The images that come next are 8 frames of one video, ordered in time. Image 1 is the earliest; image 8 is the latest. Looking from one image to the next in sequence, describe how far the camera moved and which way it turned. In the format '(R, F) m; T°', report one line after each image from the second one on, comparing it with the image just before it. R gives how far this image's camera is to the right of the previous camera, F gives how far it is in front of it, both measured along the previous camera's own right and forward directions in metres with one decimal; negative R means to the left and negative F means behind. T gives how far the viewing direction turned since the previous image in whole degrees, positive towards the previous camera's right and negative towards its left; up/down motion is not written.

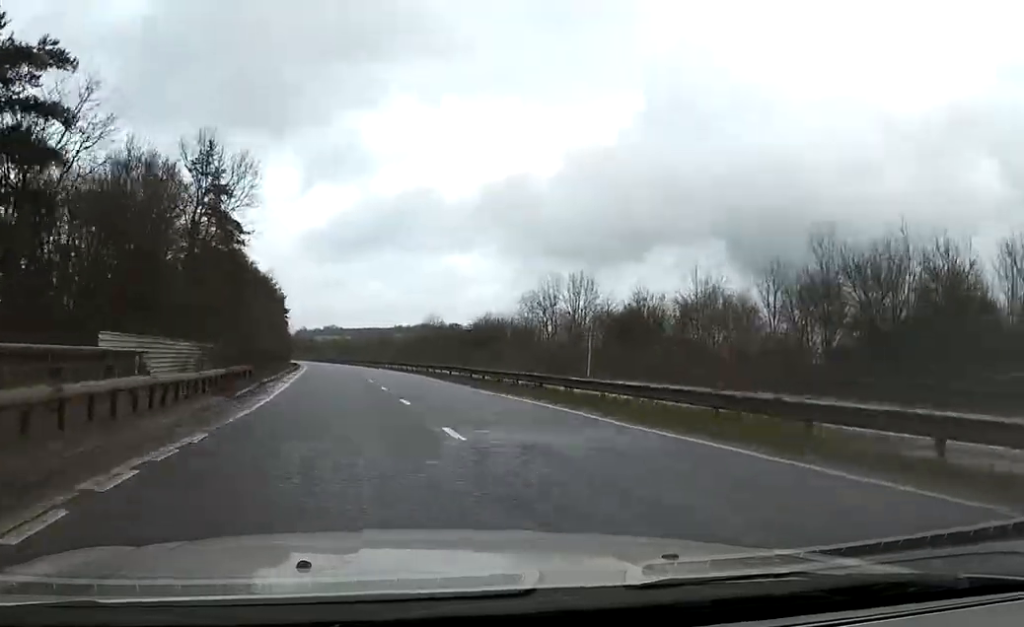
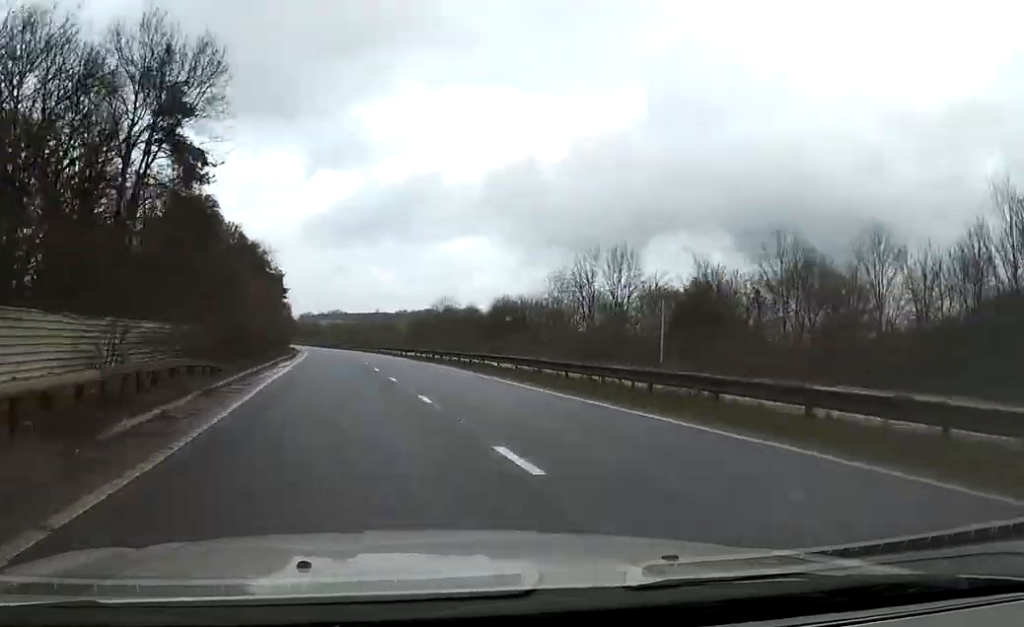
(0.0, +12.9) m; -1°
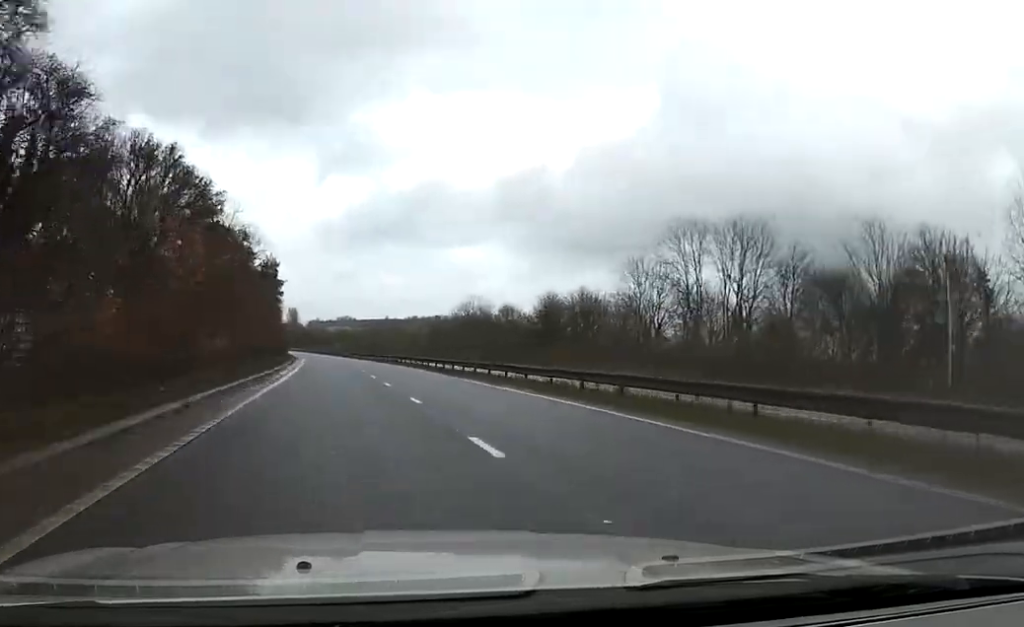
(-0.1, +23.9) m; -1°
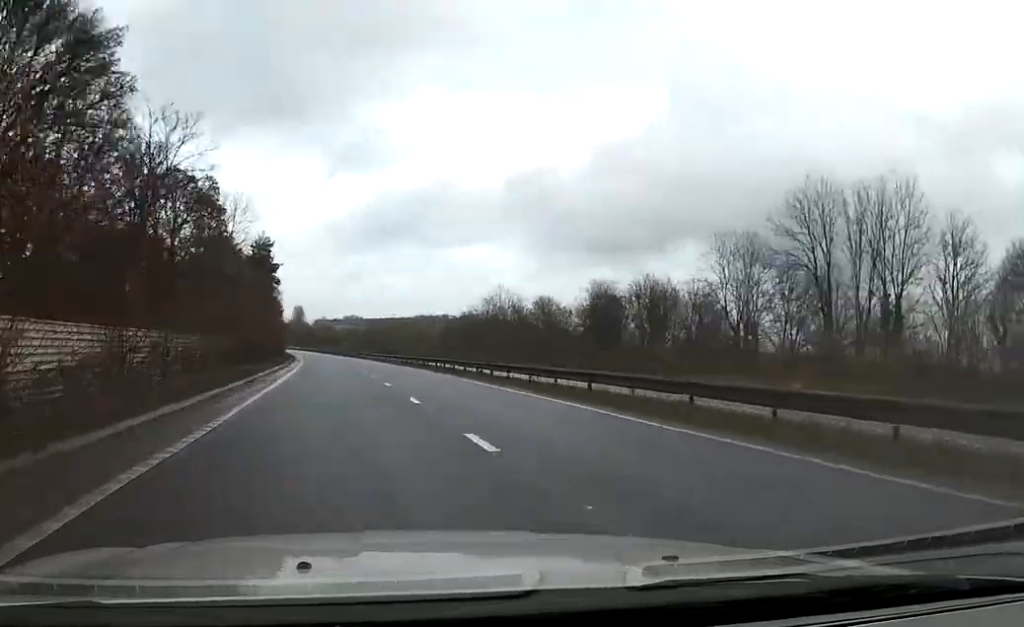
(-0.2, +16.5) m; -1°
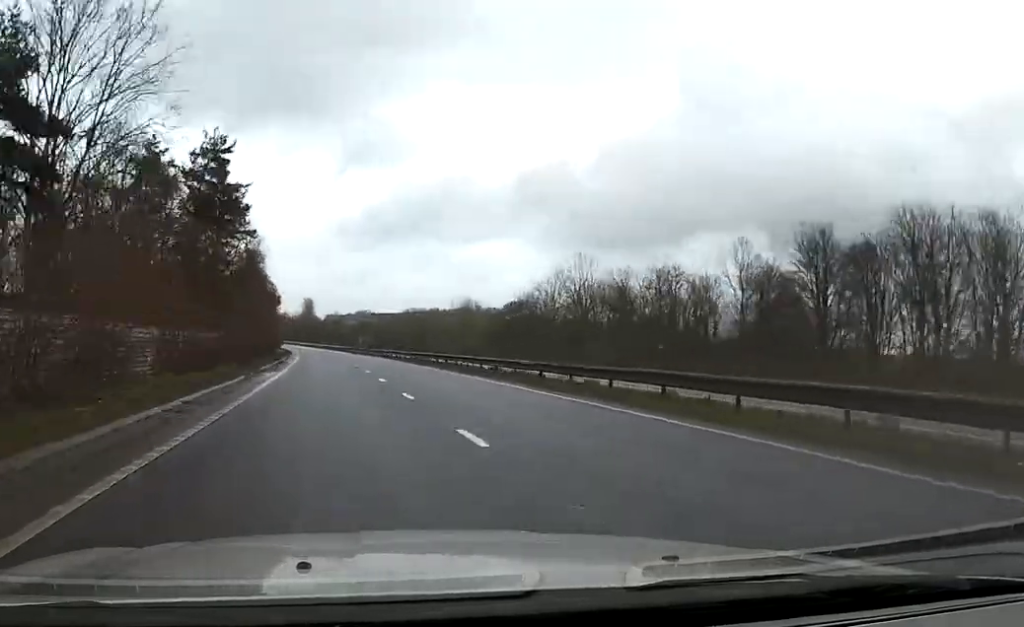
(-0.2, +34.1) m; -1°
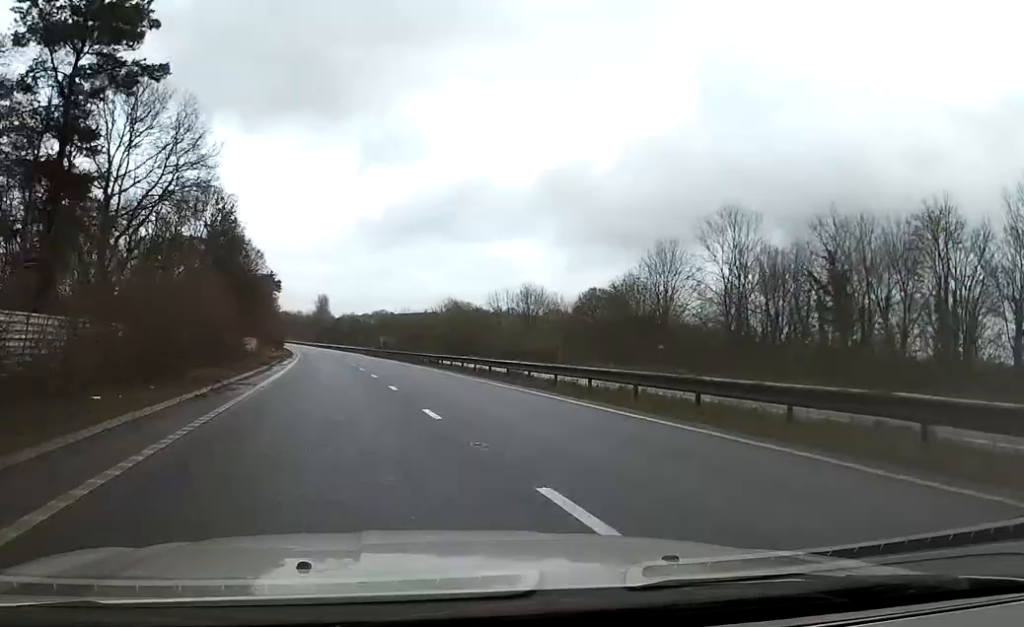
(-0.4, +30.5) m; -1°
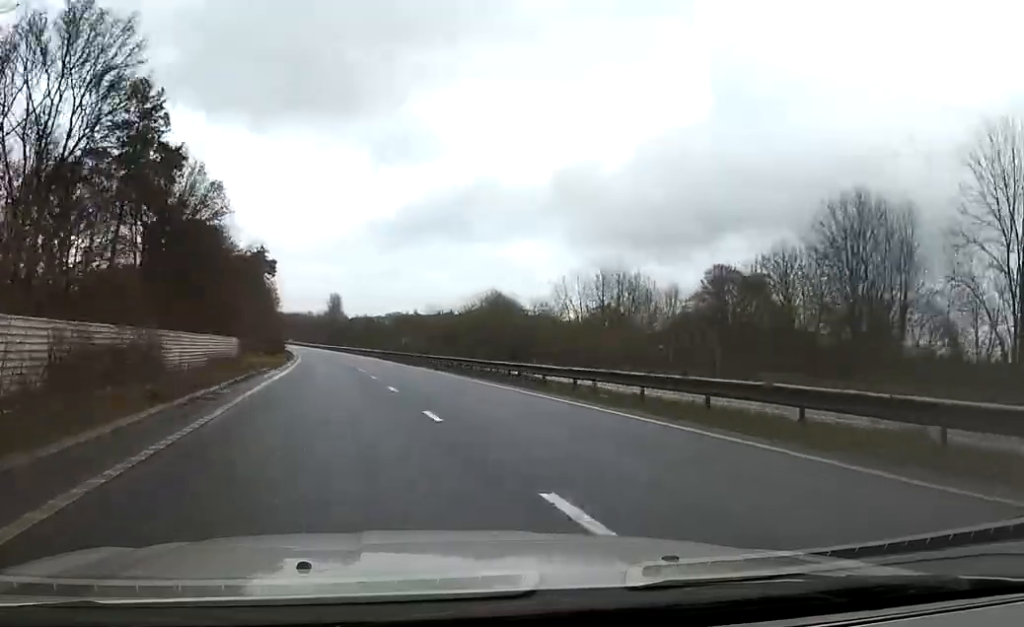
(-0.1, +25.7) m; -1°
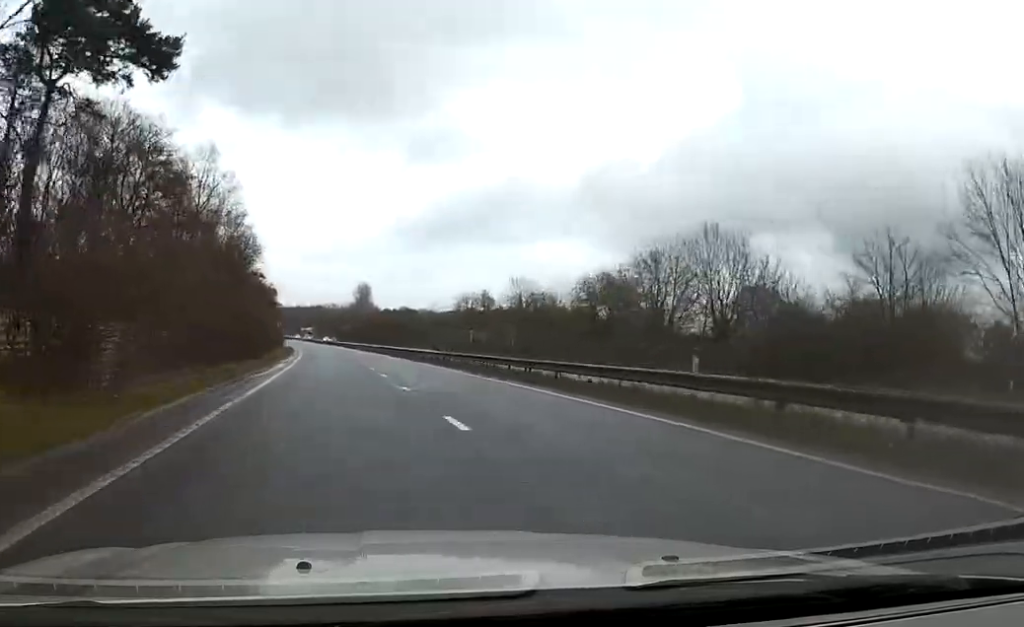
(-0.8, +53.0) m; -2°
